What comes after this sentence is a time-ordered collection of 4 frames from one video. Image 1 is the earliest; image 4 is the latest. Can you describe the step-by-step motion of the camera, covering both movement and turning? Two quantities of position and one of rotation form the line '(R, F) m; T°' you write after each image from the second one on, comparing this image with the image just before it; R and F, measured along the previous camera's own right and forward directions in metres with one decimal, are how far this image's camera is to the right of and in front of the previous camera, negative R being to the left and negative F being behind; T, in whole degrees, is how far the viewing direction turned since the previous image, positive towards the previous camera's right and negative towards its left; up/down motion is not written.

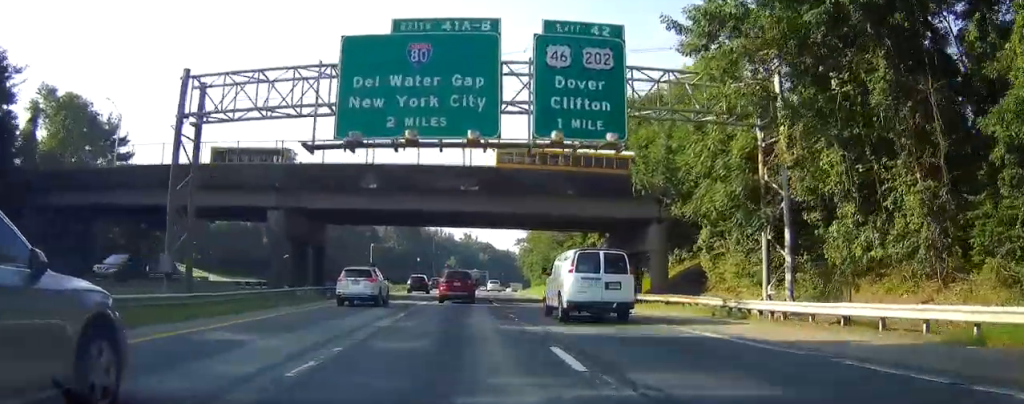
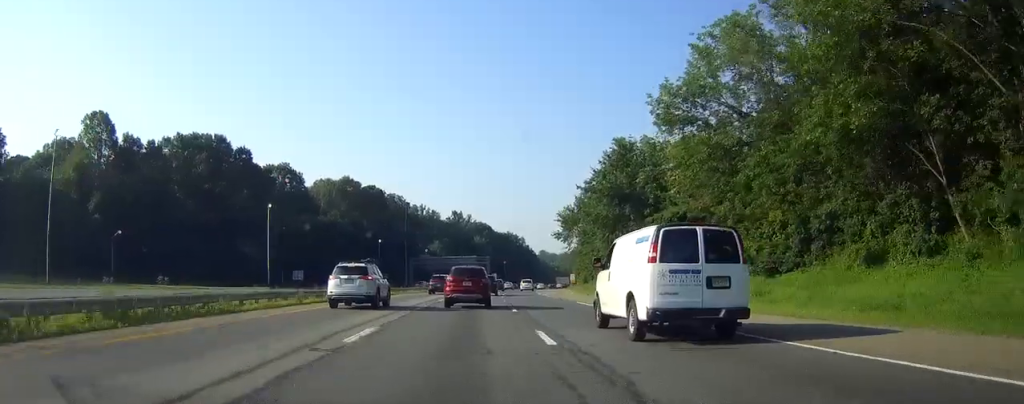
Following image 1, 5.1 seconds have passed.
(+0.2, +99.6) m; 0°
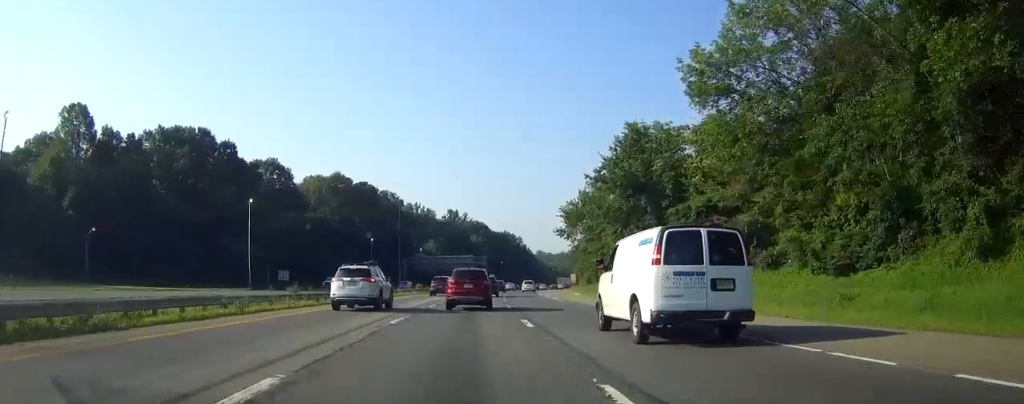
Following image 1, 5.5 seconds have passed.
(0.0, +7.8) m; 0°
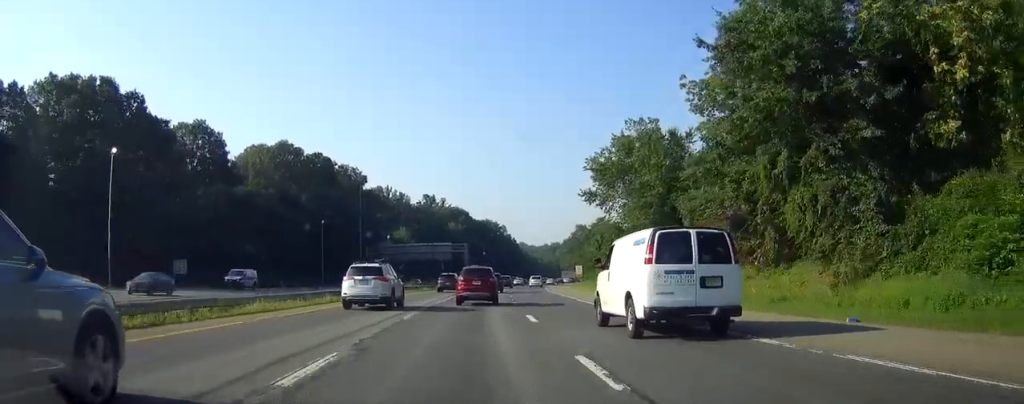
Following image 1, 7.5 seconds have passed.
(0.0, +37.6) m; +1°
